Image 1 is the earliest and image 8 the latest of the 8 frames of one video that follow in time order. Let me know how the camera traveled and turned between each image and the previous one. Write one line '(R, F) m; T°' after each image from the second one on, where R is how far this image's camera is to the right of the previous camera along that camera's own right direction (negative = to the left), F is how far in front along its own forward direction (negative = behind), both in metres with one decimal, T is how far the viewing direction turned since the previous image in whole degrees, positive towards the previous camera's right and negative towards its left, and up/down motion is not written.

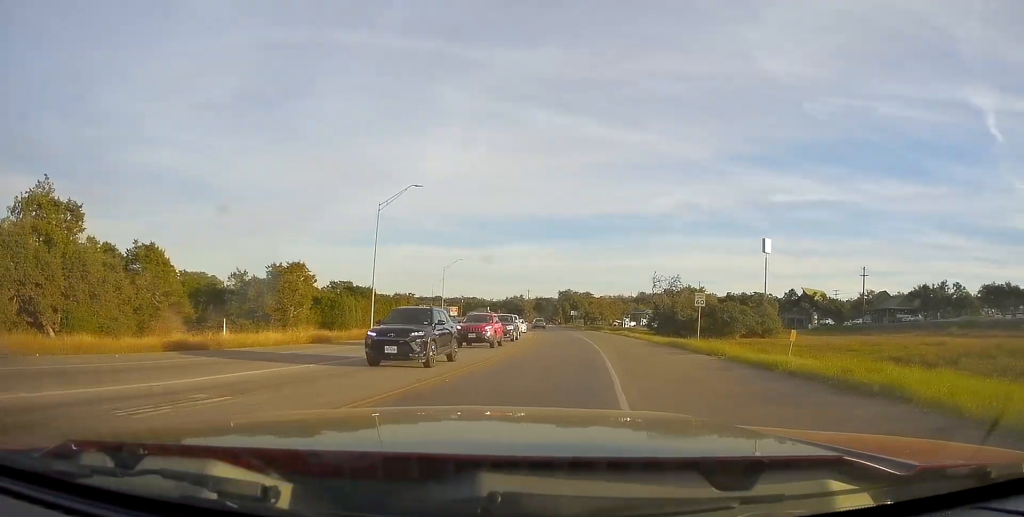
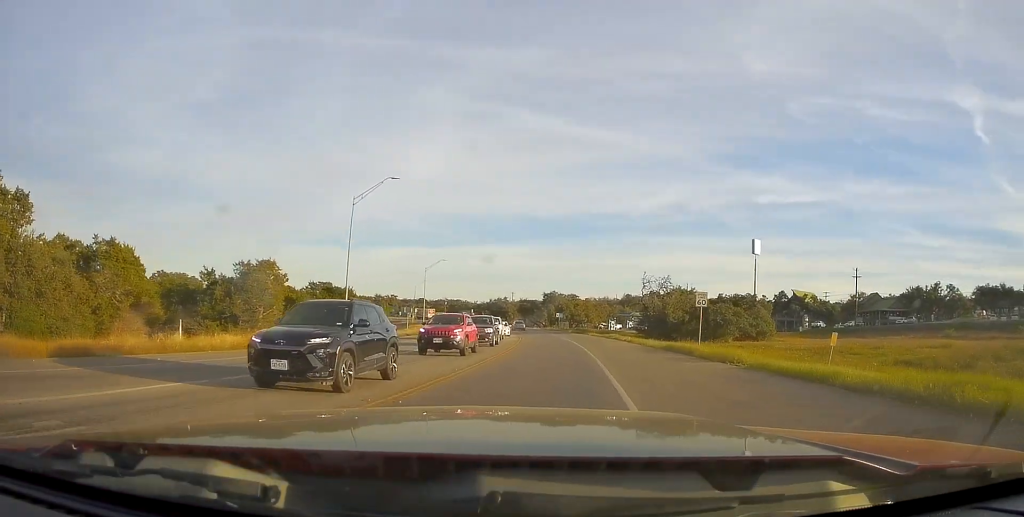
(+0.1, +3.2) m; +1°
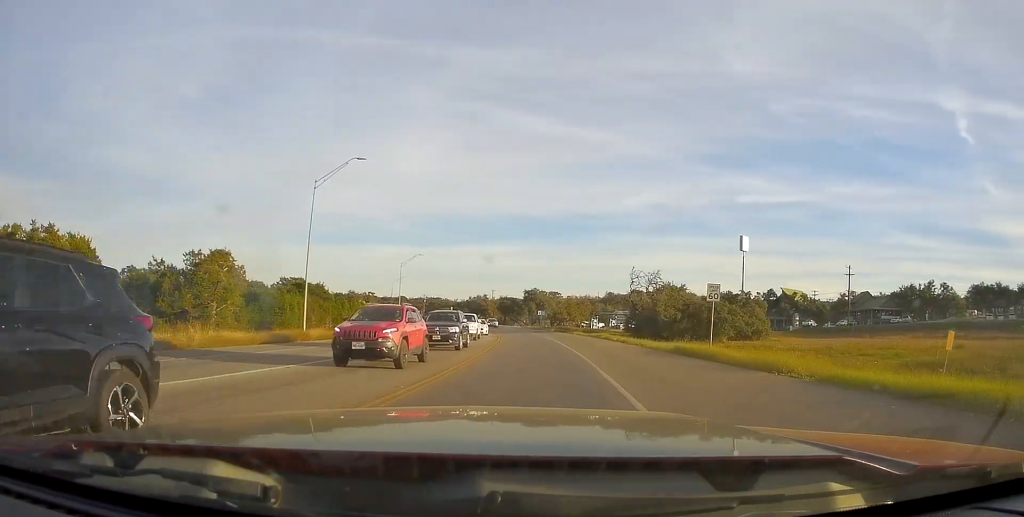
(0.0, +5.2) m; -1°
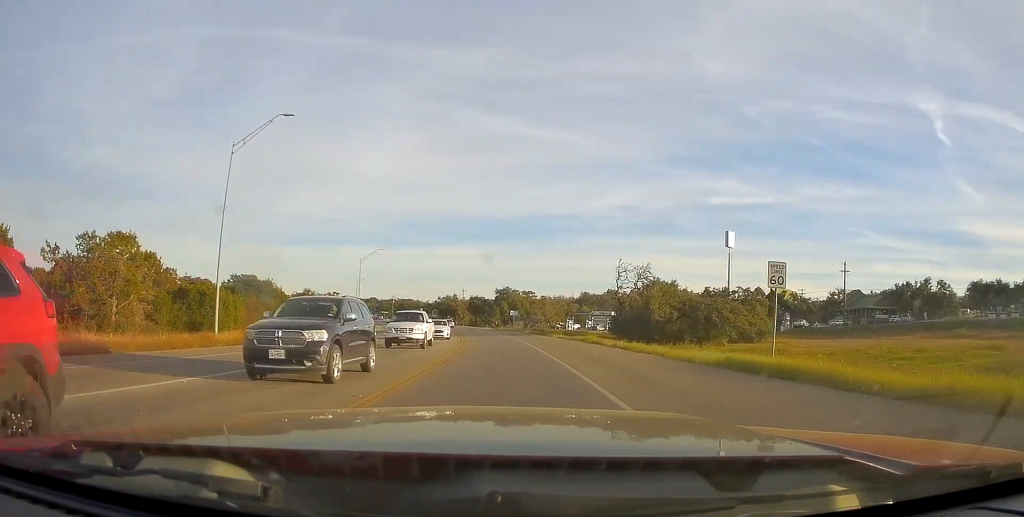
(-0.1, +9.3) m; 0°
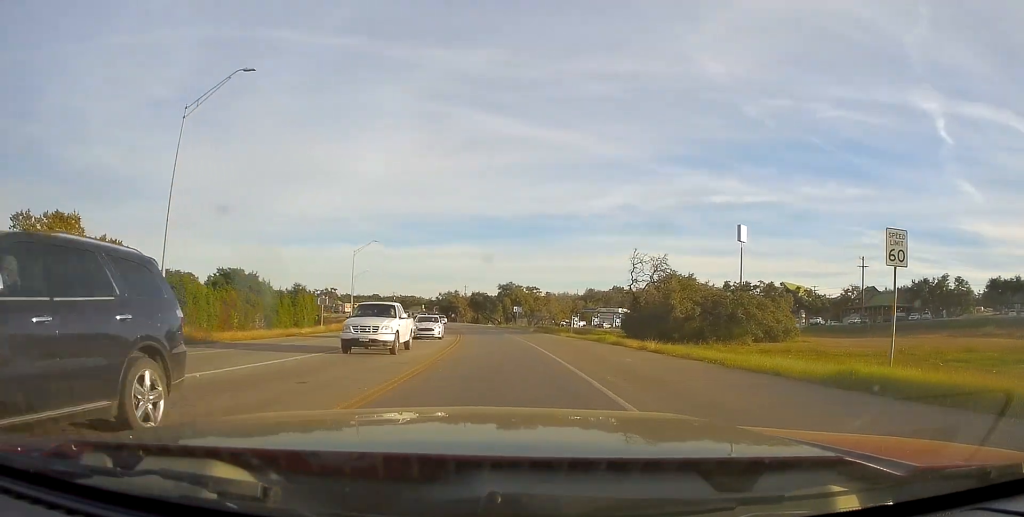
(-0.2, +5.7) m; +1°
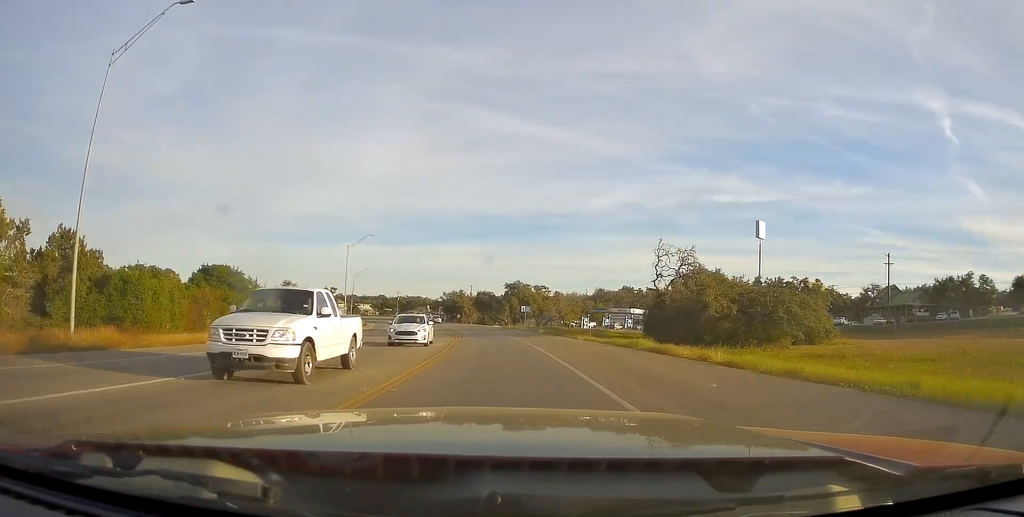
(+0.3, +7.1) m; +1°
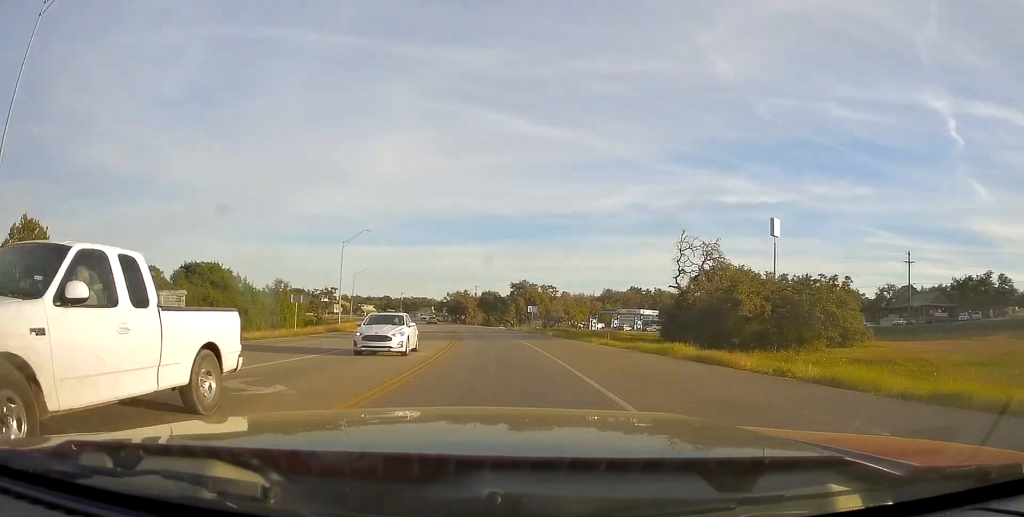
(+0.2, +5.2) m; +1°
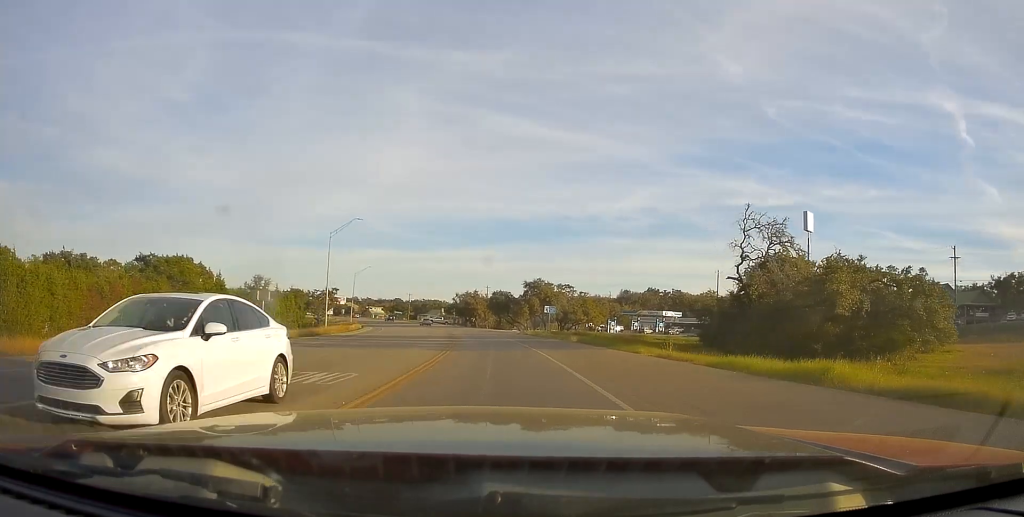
(-0.2, +10.6) m; -2°
